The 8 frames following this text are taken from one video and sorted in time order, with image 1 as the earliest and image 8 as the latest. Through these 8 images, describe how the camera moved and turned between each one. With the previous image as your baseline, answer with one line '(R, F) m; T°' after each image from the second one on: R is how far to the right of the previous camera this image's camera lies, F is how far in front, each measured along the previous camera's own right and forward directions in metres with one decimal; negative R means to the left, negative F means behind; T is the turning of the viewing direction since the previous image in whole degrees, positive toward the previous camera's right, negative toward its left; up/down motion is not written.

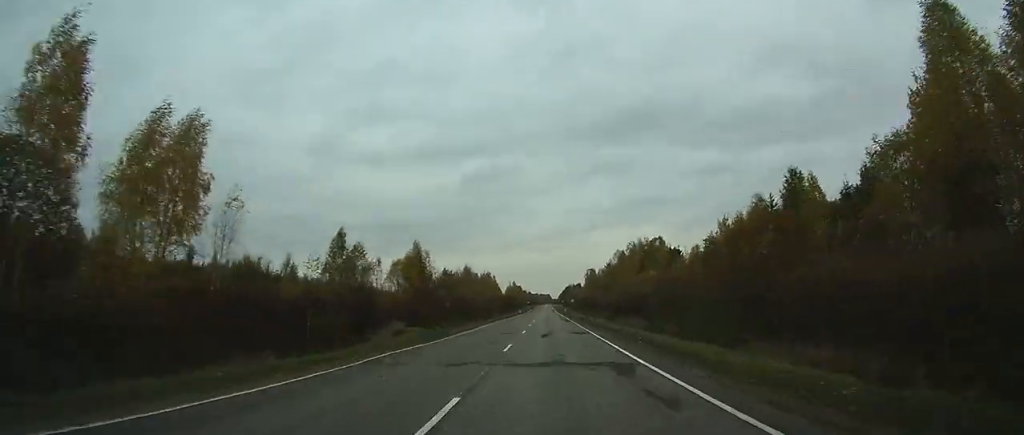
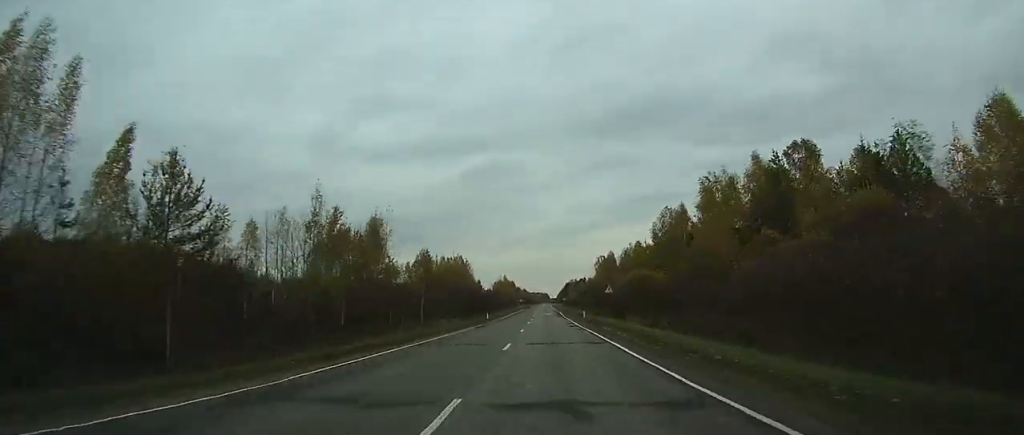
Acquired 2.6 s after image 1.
(-9.4, +65.1) m; +8°
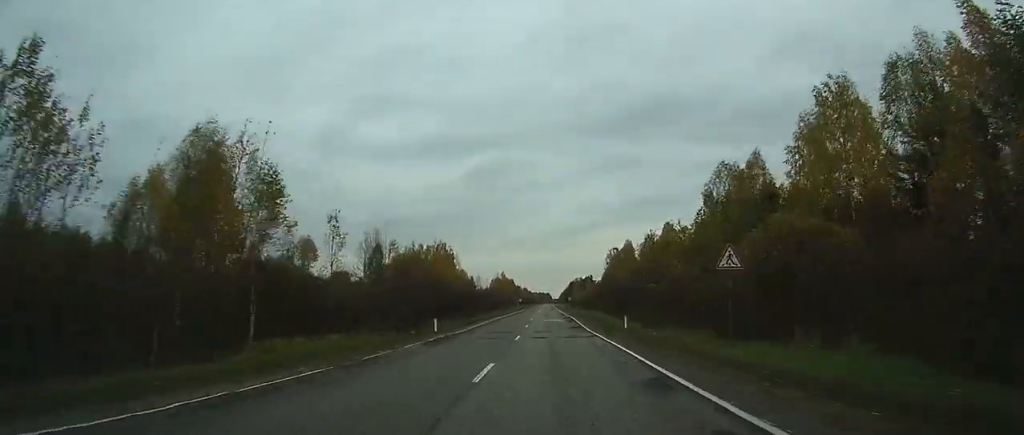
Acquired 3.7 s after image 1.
(+3.5, +30.9) m; +10°
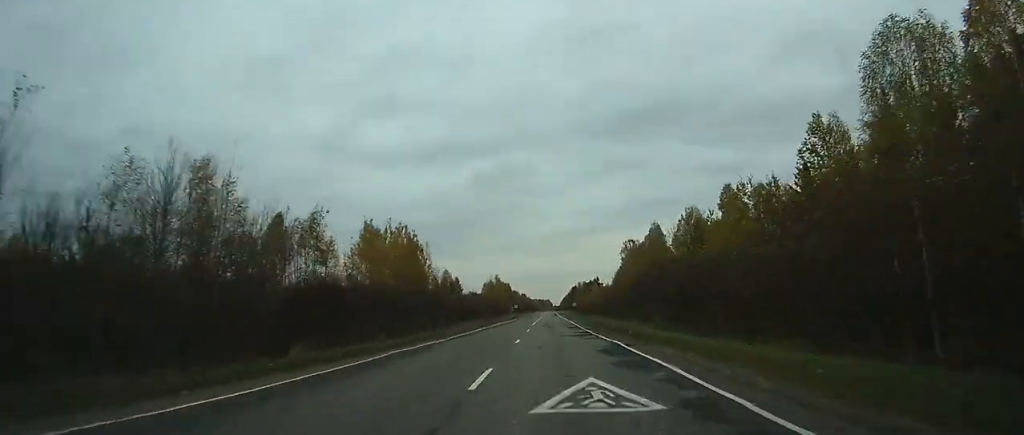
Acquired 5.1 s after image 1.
(+13.3, +43.3) m; +8°
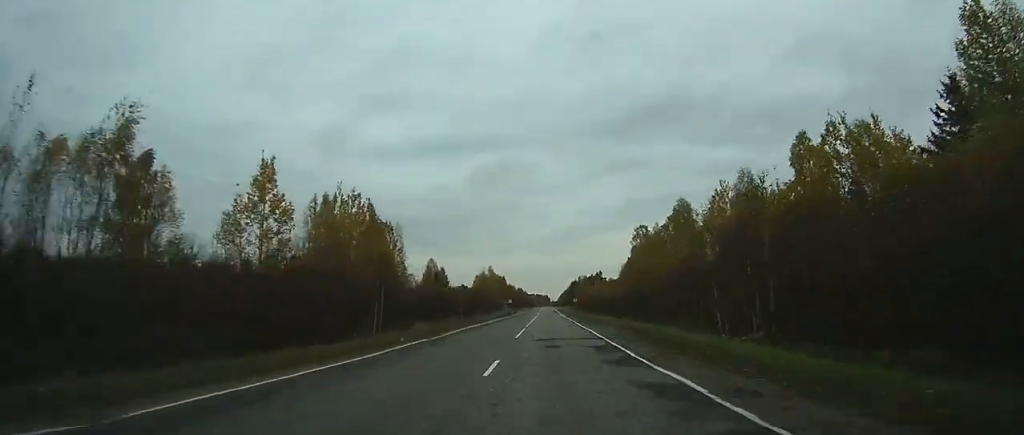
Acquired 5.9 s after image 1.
(-2.6, +24.9) m; -4°
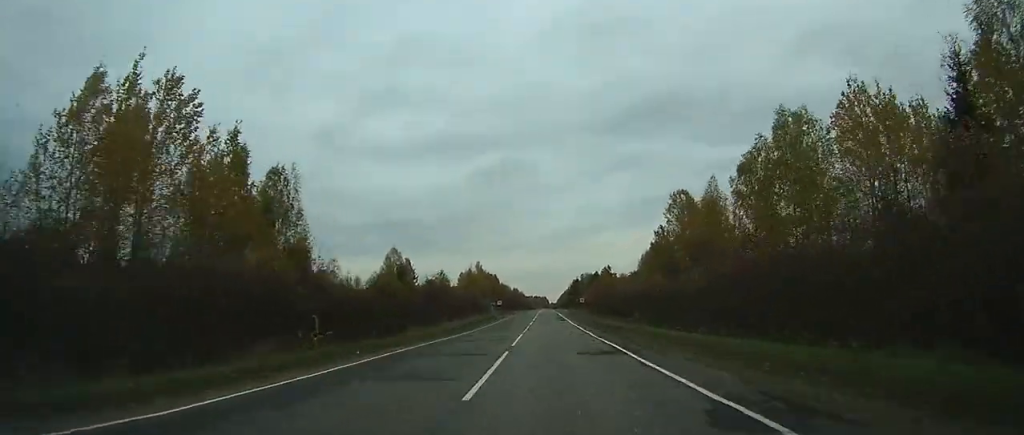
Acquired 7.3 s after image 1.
(-3.8, +43.2) m; -8°
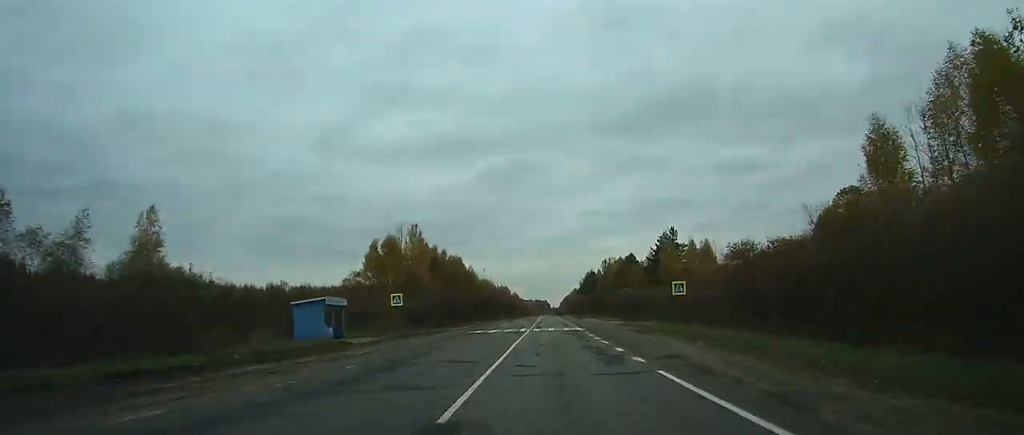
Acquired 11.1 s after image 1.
(-6.3, +104.7) m; -4°
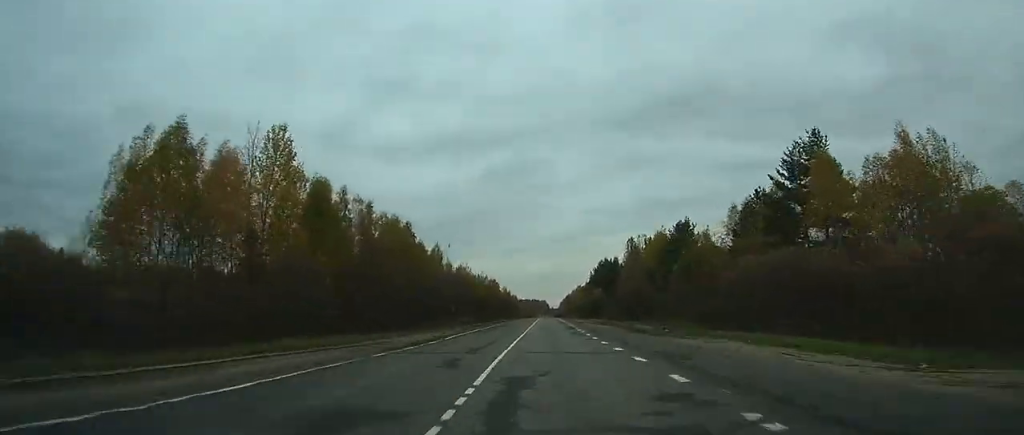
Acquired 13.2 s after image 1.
(-0.1, +59.7) m; +1°
